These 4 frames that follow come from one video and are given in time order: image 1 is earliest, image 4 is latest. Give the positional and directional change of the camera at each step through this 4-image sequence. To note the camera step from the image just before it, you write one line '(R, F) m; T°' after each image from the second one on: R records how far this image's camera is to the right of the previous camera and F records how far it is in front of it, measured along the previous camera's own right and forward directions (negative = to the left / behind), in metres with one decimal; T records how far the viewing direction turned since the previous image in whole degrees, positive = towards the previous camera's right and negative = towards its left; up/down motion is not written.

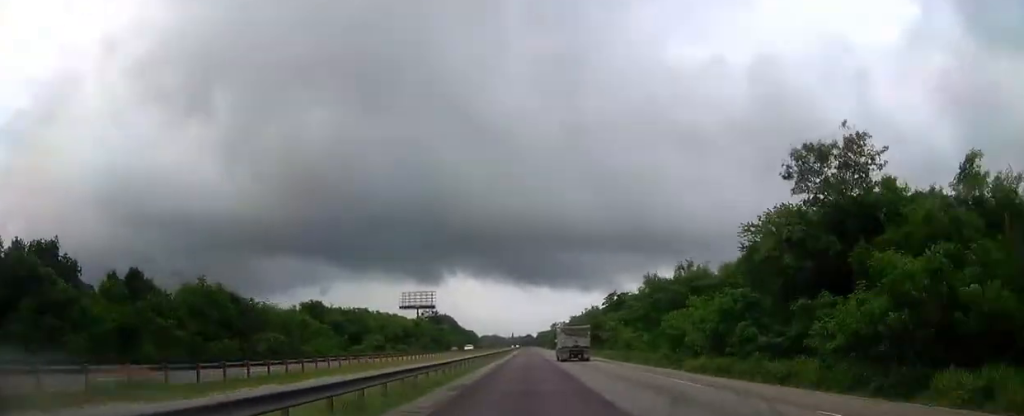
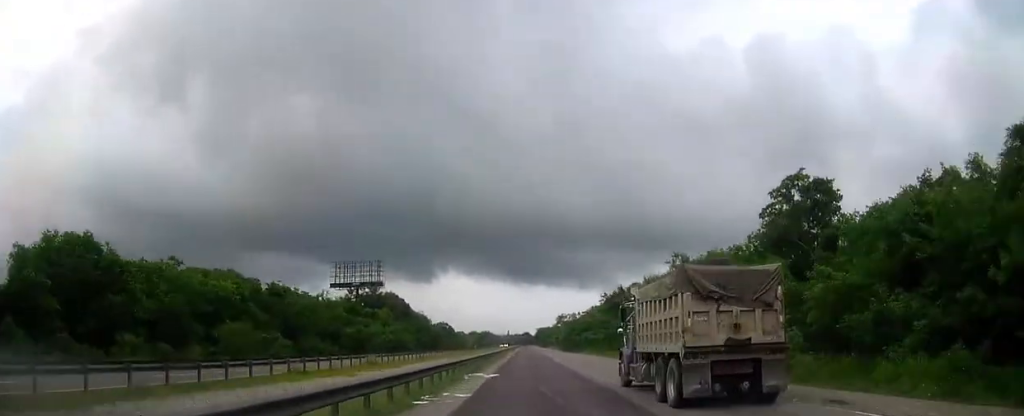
(+0.2, +90.1) m; 0°
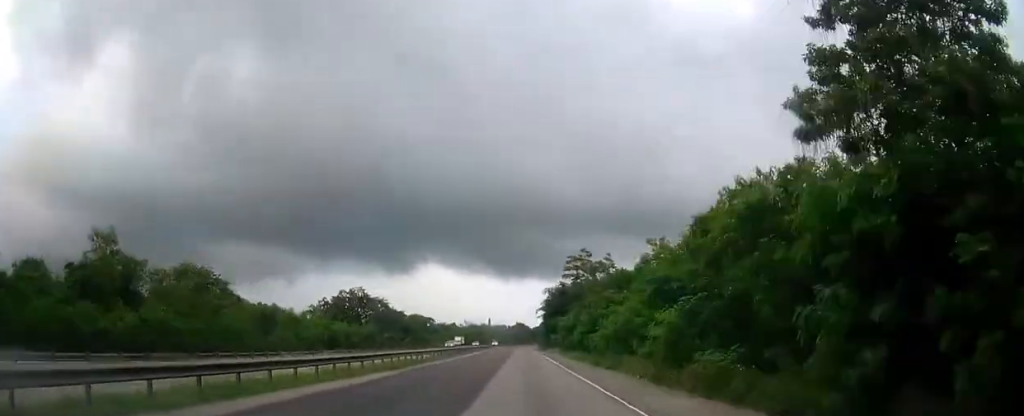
(+3.4, +317.0) m; 0°
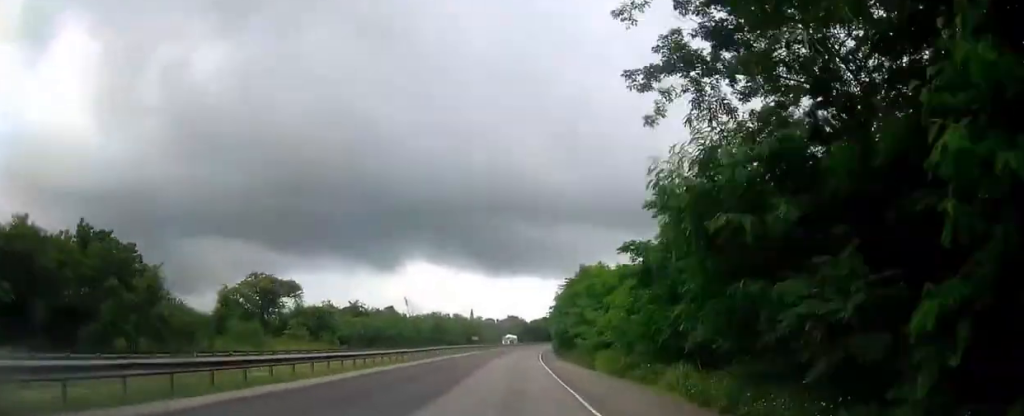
(+0.5, +119.0) m; +1°
